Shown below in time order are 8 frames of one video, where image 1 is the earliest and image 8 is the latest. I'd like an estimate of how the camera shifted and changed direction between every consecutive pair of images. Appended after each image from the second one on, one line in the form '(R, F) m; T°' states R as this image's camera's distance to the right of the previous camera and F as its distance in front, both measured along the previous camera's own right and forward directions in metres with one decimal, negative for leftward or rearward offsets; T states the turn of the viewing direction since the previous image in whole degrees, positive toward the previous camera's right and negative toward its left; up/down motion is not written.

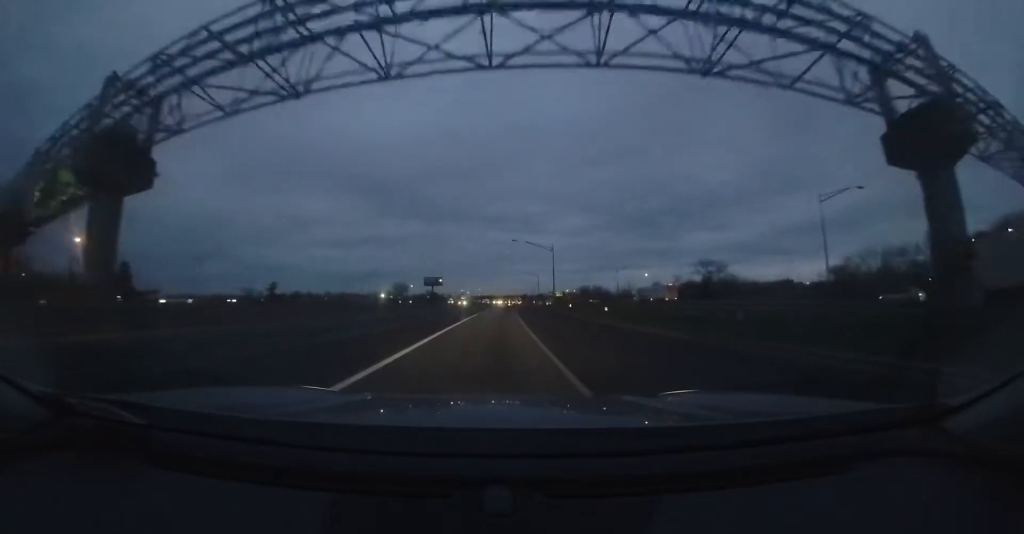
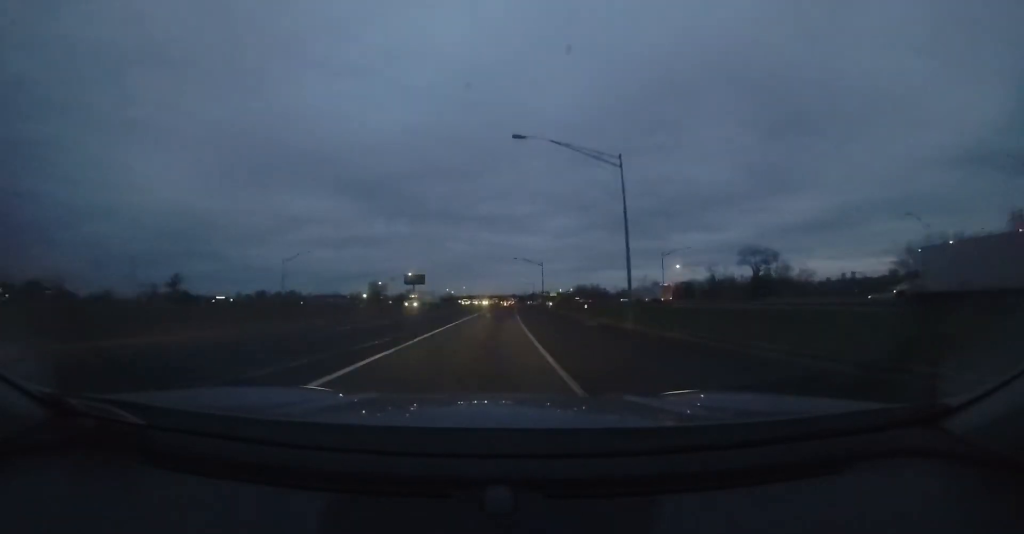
(+0.4, +27.1) m; +1°
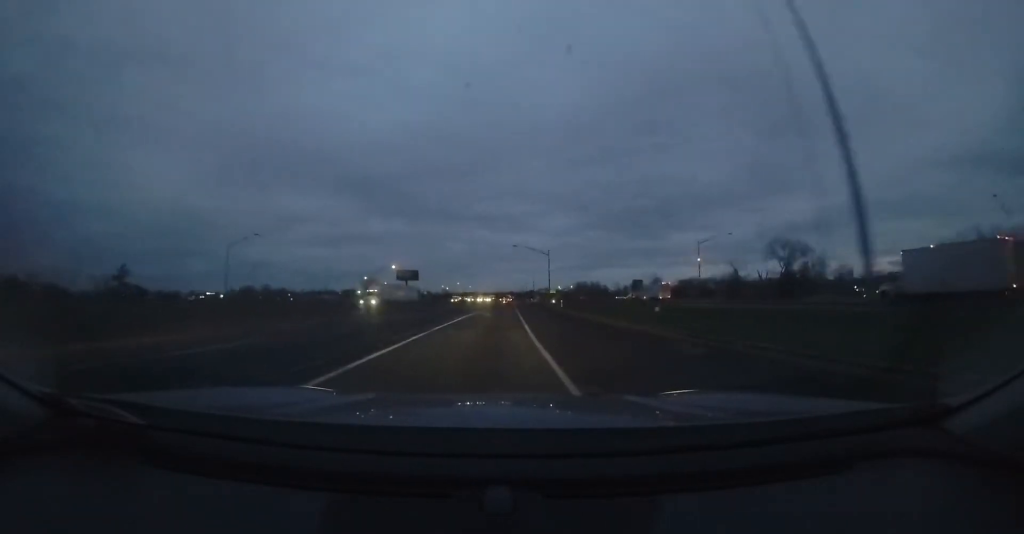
(+0.1, +11.0) m; 0°
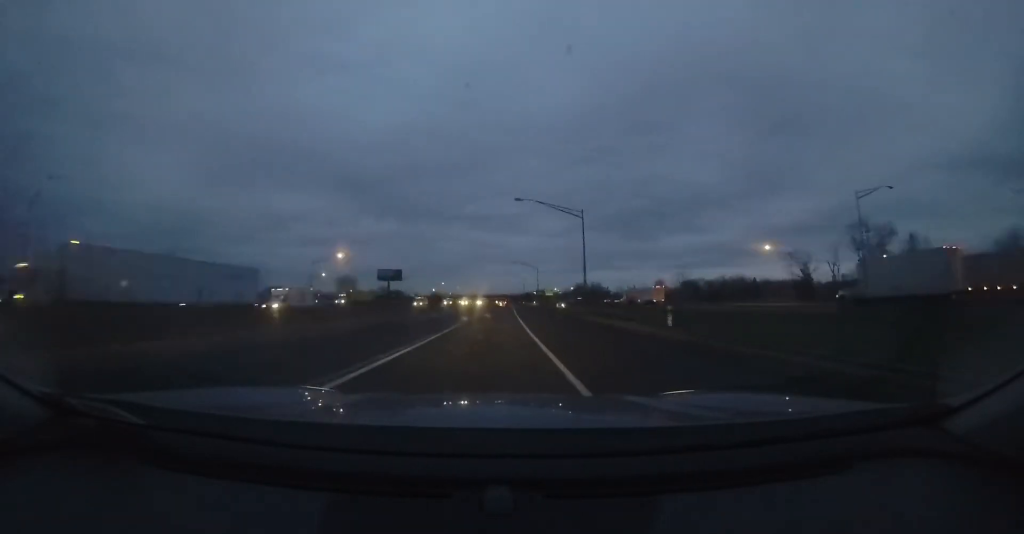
(0.0, +23.7) m; 0°
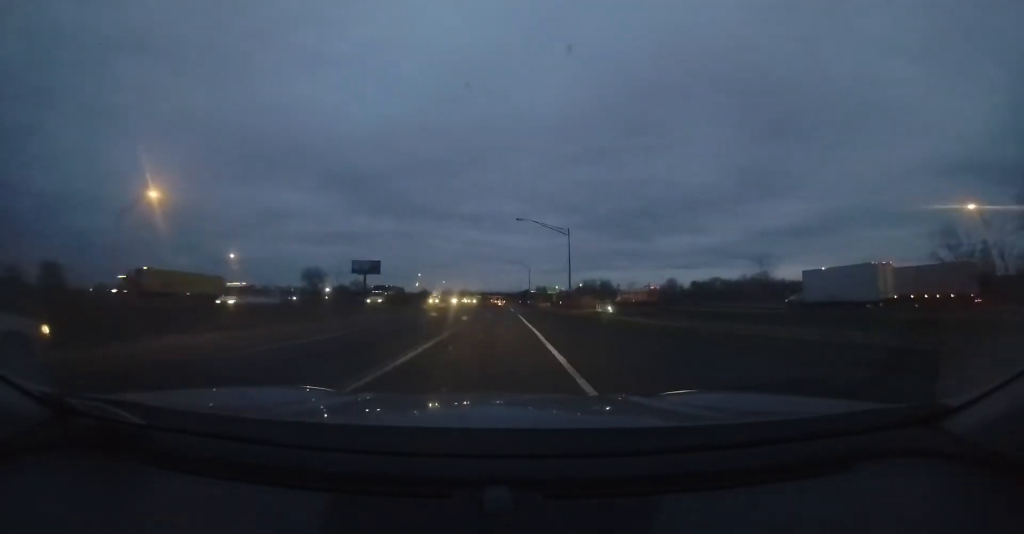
(0.0, +33.8) m; 0°
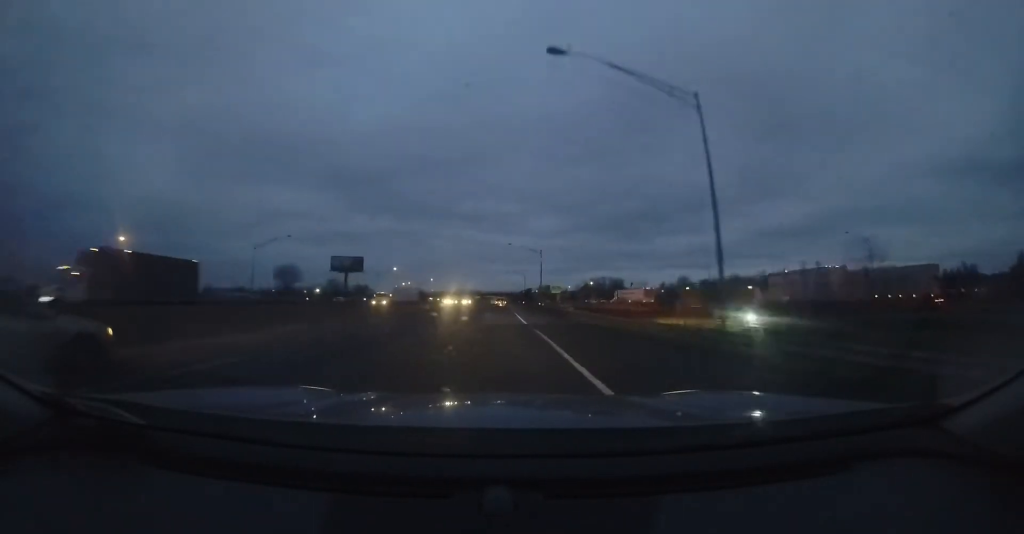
(+0.1, +23.0) m; +1°
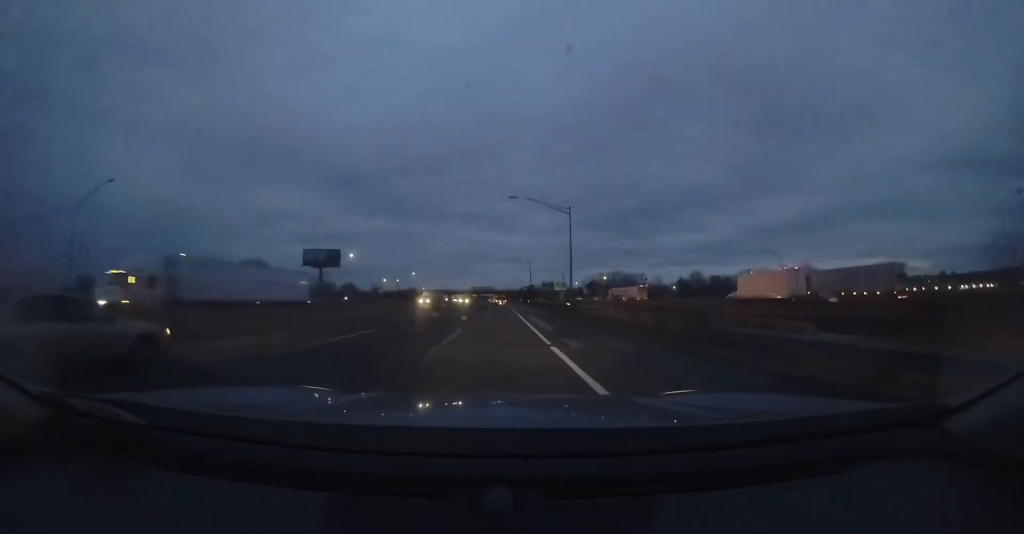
(+0.2, +22.8) m; 0°
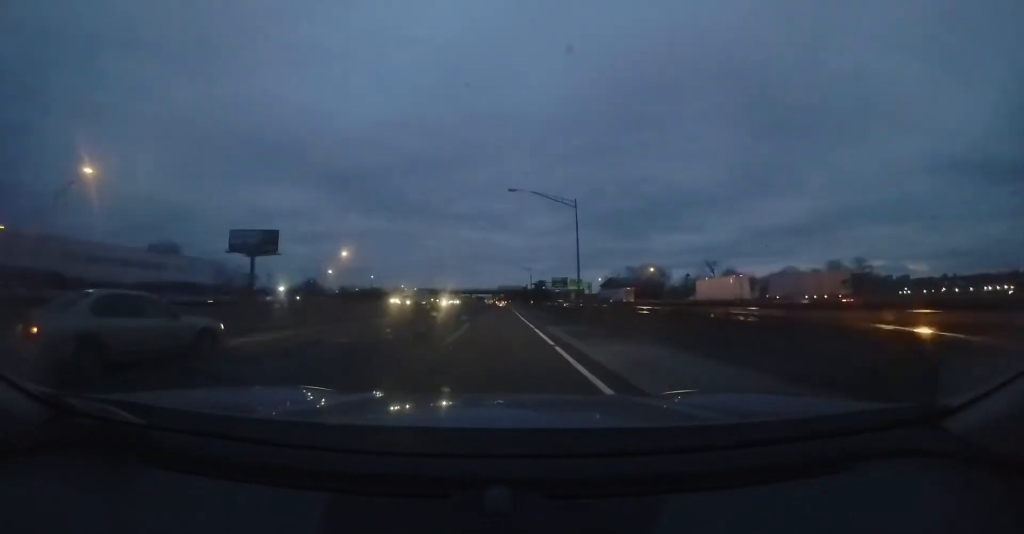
(0.0, +42.3) m; -1°
